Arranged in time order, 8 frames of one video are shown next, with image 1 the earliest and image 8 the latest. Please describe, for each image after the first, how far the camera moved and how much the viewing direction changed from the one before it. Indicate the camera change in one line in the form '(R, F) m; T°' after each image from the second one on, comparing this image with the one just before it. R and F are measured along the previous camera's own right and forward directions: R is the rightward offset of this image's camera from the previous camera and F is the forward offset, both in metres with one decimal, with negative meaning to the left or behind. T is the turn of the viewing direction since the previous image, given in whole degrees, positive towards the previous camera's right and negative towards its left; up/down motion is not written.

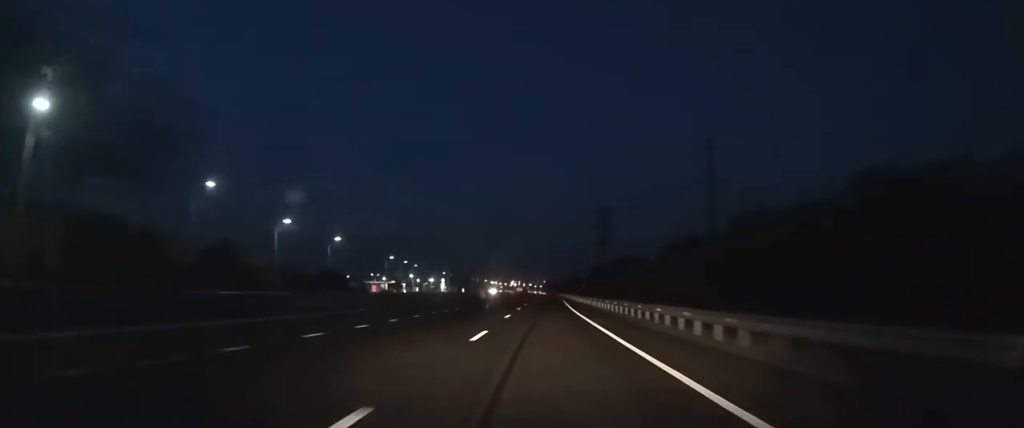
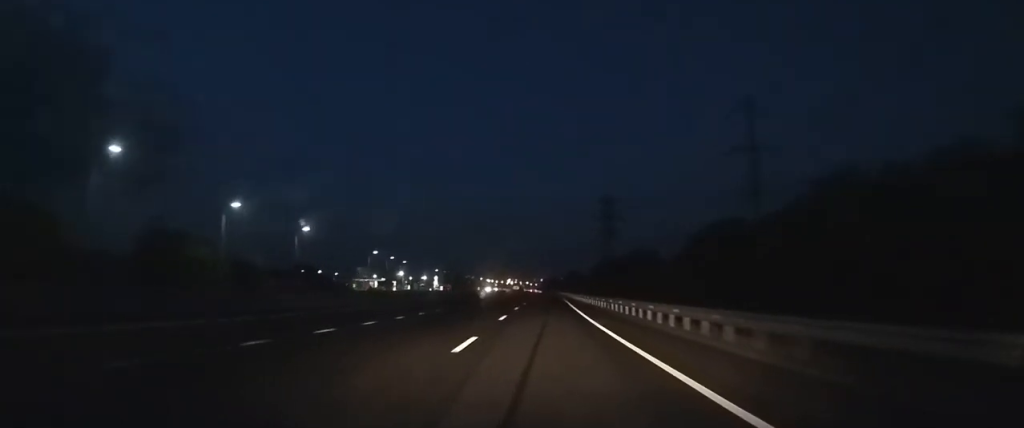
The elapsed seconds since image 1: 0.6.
(+0.1, +14.7) m; 0°
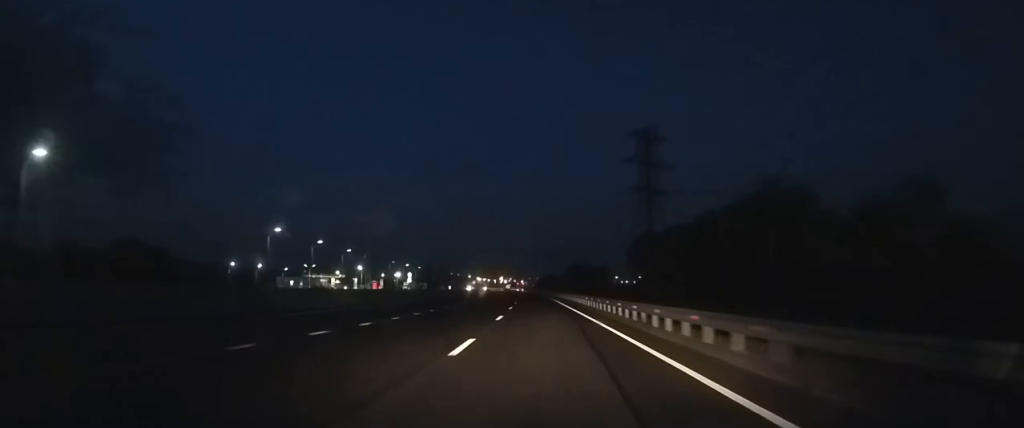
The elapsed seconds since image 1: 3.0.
(+0.1, +50.1) m; 0°
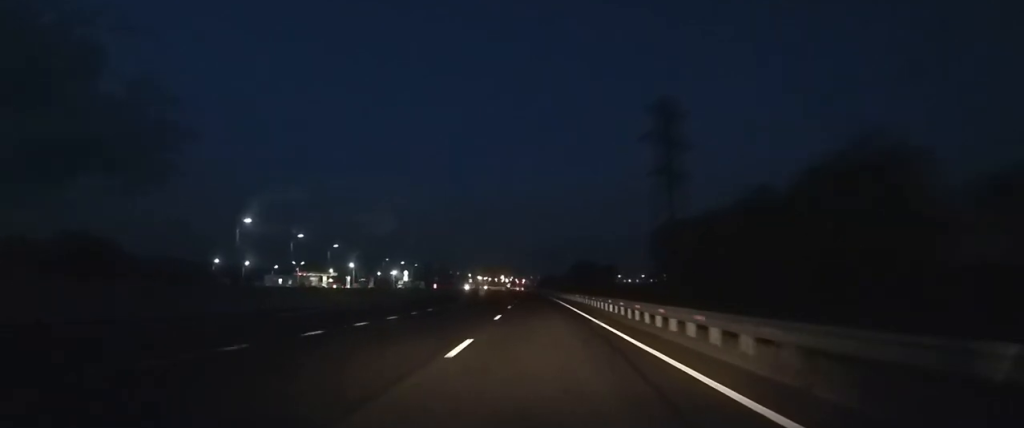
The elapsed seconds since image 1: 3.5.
(0.0, +9.3) m; 0°
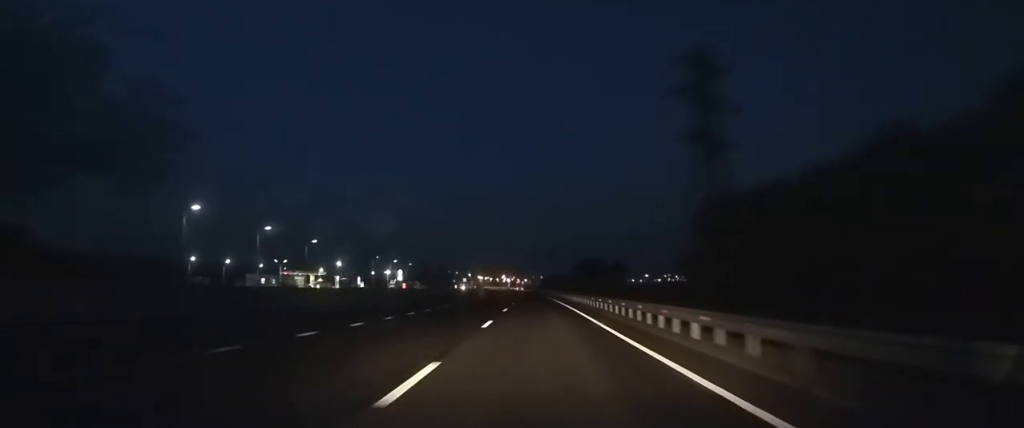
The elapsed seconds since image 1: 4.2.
(0.0, +12.6) m; 0°
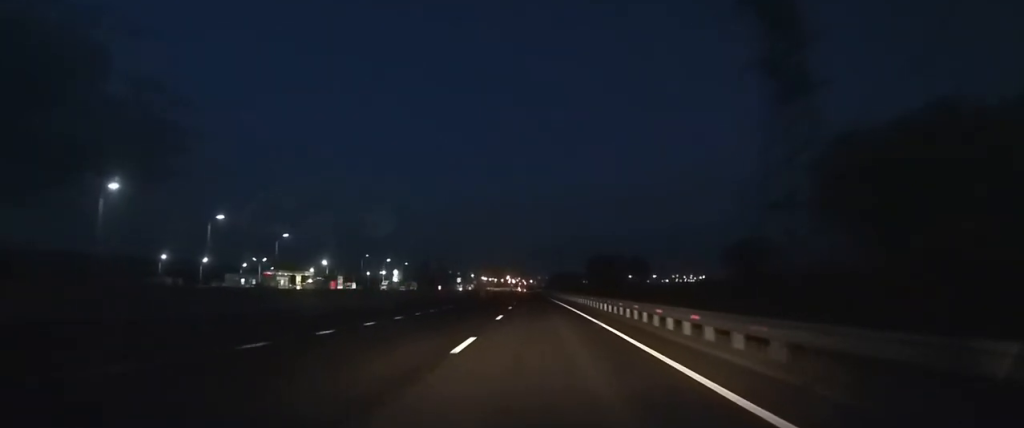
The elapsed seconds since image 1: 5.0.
(-0.1, +17.2) m; 0°
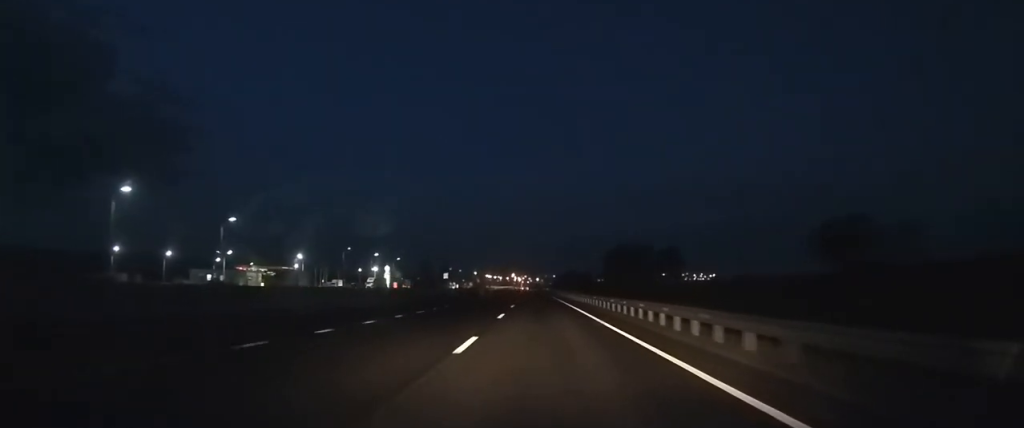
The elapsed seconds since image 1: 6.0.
(-0.1, +25.4) m; 0°
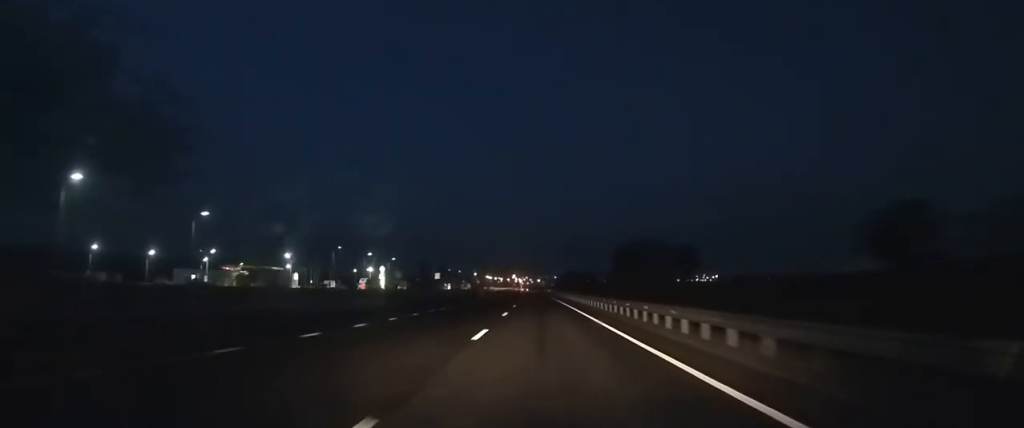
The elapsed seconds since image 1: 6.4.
(0.0, +9.8) m; 0°
